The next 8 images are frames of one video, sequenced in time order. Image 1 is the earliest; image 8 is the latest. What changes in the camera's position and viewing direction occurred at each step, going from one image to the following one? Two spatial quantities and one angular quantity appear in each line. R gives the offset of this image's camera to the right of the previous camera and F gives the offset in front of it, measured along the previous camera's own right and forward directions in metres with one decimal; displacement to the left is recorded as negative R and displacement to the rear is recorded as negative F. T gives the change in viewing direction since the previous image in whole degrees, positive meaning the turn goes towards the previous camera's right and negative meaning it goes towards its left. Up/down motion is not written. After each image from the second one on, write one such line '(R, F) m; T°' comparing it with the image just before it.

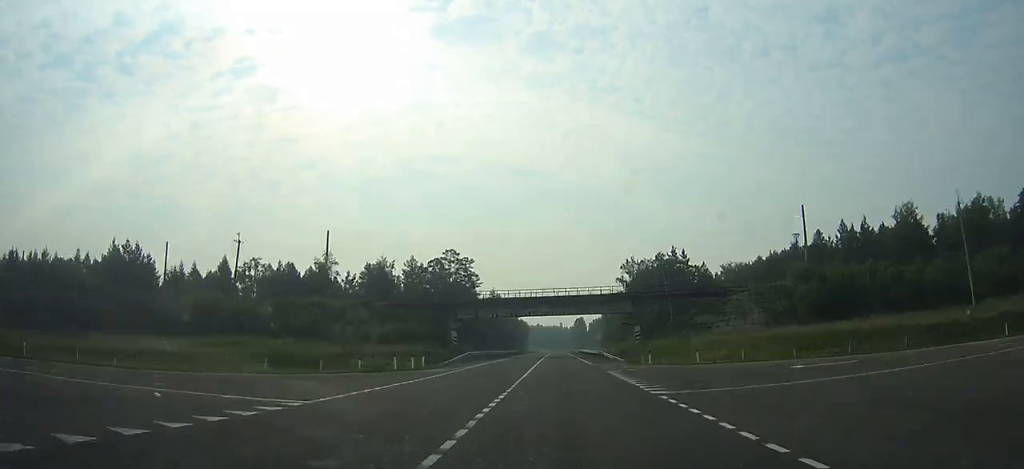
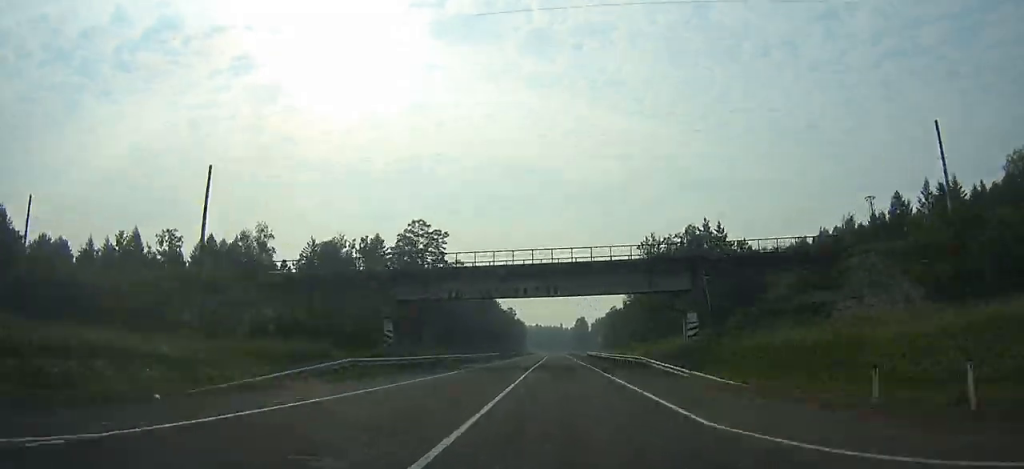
(+0.1, +31.0) m; 0°
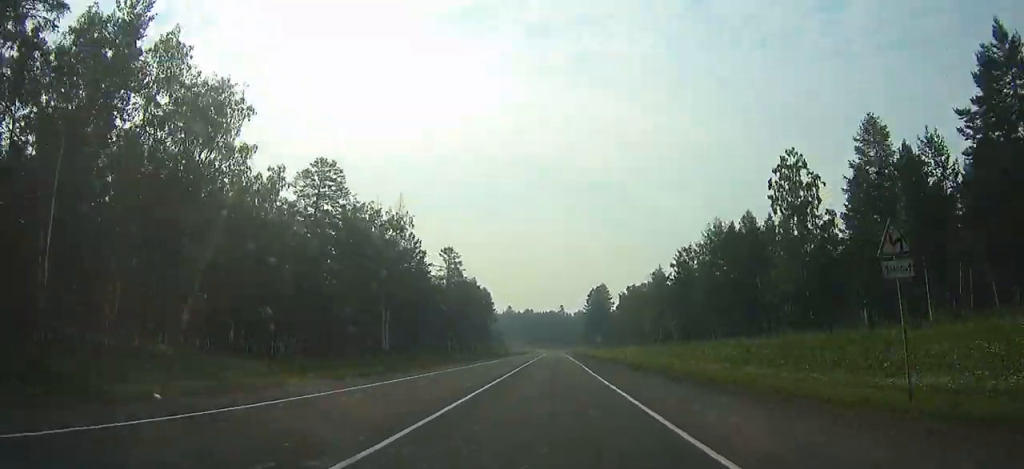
(-0.6, +188.2) m; 0°
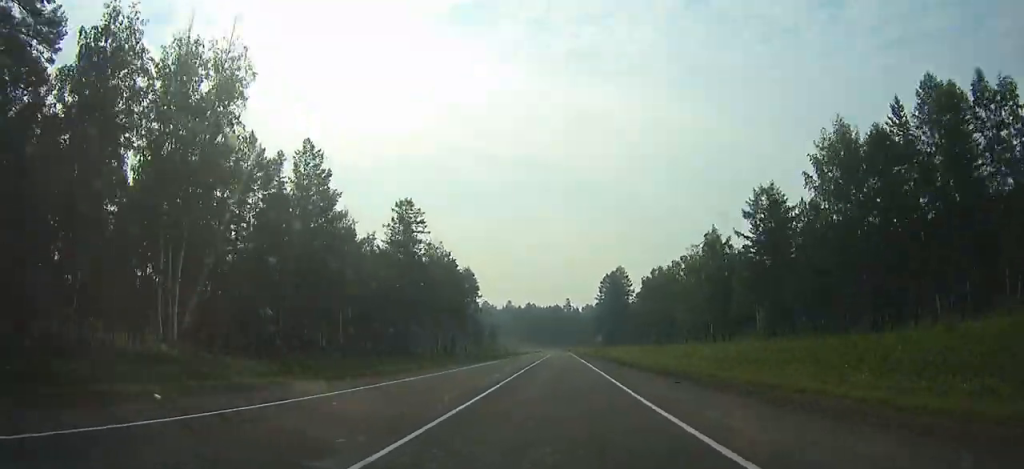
(0.0, +48.0) m; 0°
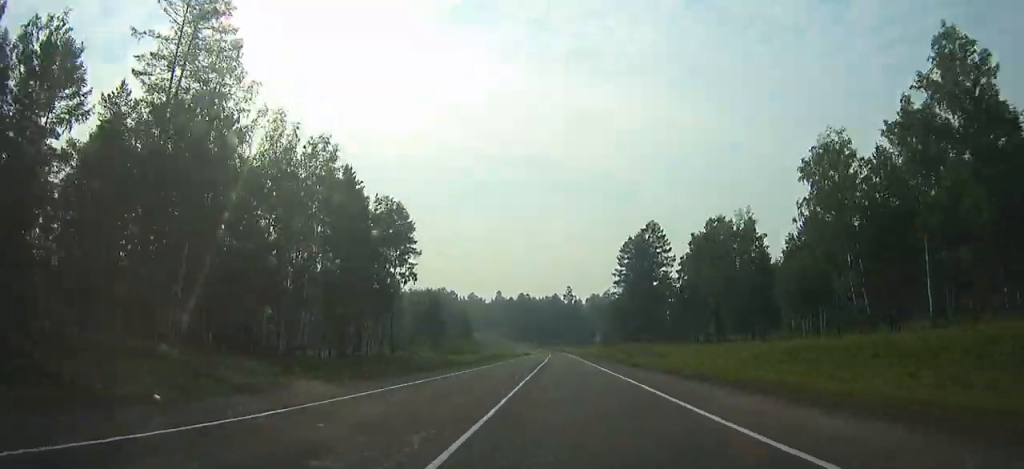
(-0.2, +66.8) m; 0°
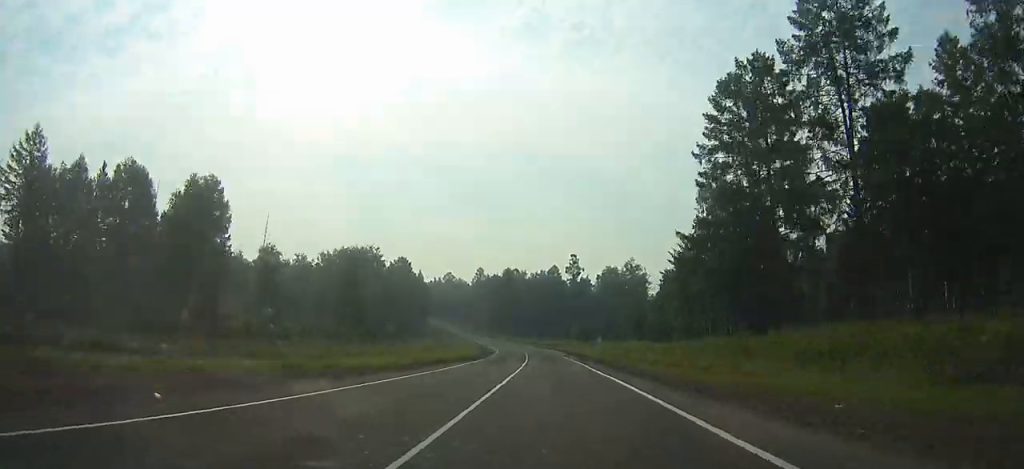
(+0.3, +83.2) m; -2°
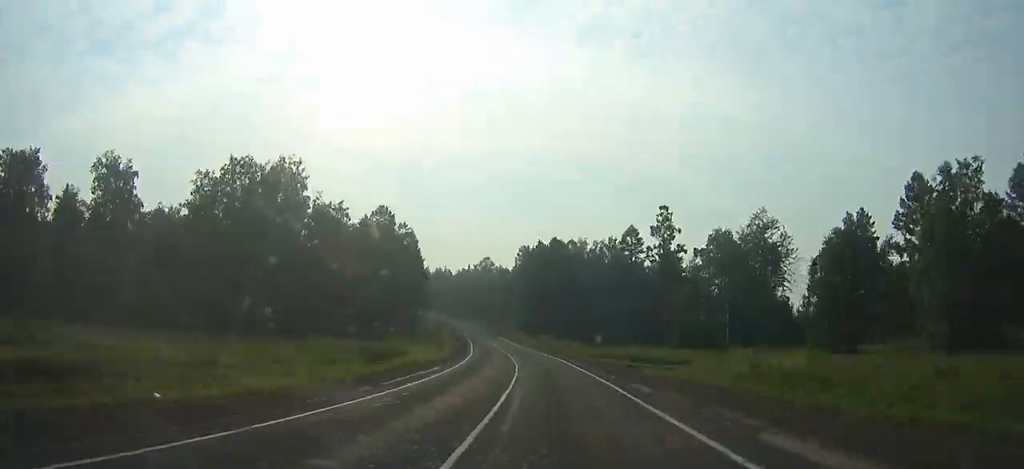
(-1.8, +69.8) m; -5°
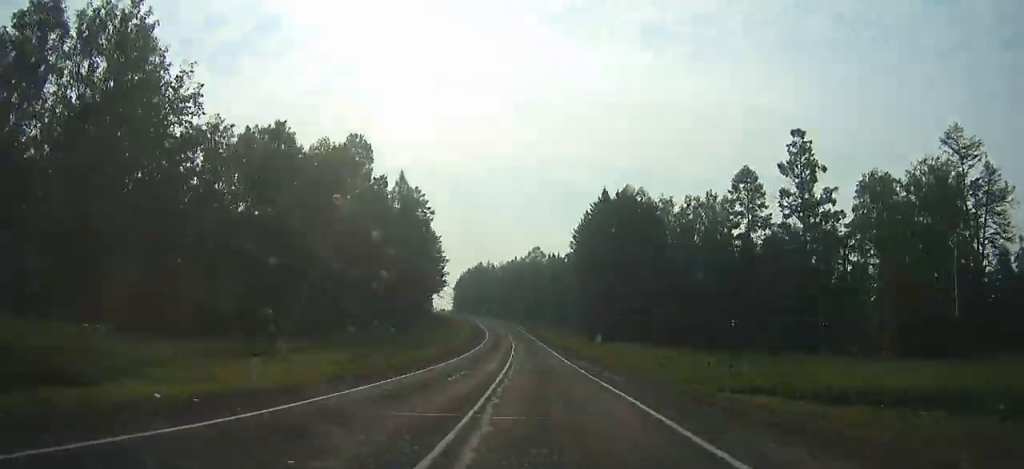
(-2.4, +38.2) m; -3°
